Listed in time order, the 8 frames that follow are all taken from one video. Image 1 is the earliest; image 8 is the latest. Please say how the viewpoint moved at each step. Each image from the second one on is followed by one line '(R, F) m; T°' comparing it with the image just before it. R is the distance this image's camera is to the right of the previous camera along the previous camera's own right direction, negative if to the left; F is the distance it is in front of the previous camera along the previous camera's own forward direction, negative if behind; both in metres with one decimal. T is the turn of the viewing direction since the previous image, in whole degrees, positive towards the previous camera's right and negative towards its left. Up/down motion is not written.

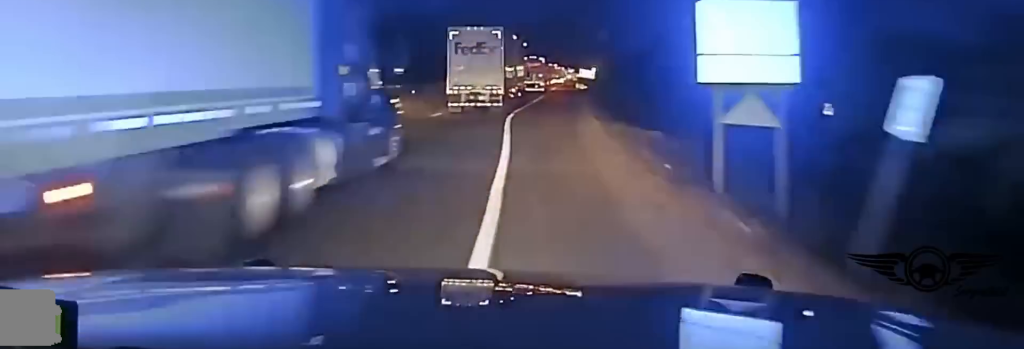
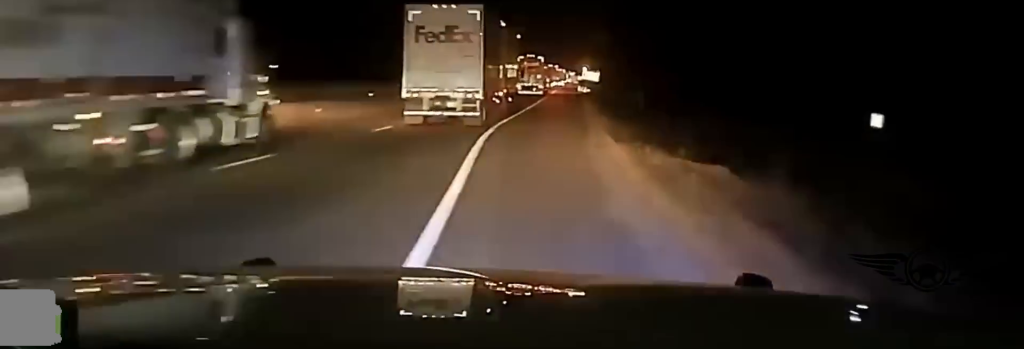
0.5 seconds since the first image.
(0.0, +11.8) m; 0°
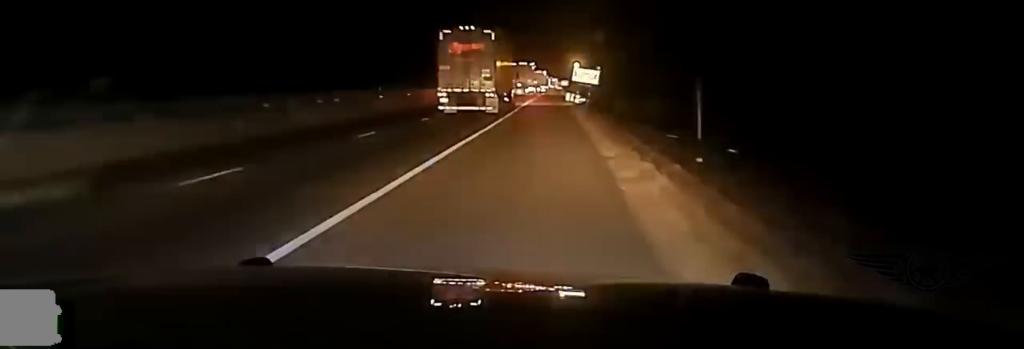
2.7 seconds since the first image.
(+0.3, +46.2) m; 0°
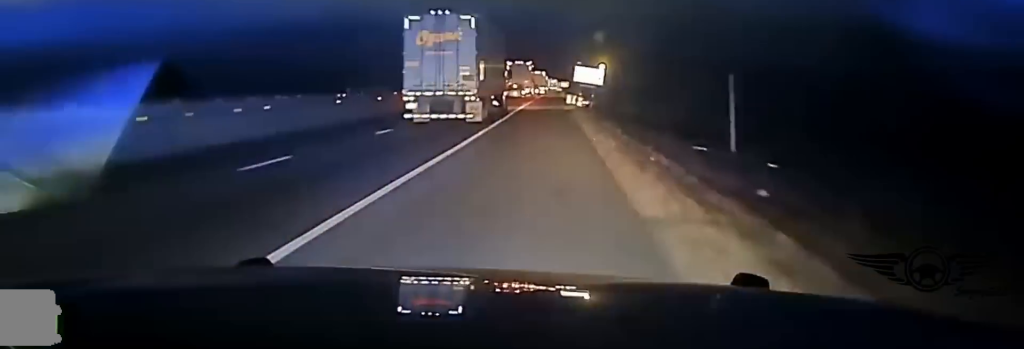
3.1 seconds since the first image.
(0.0, +9.1) m; 0°
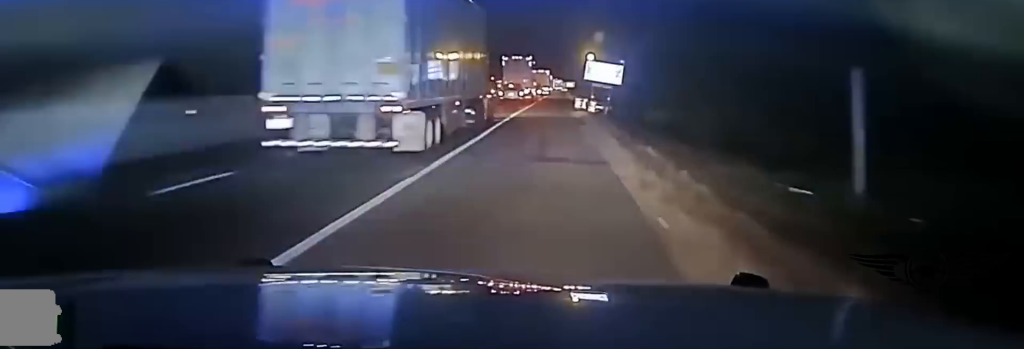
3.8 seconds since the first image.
(-0.1, +15.9) m; 0°
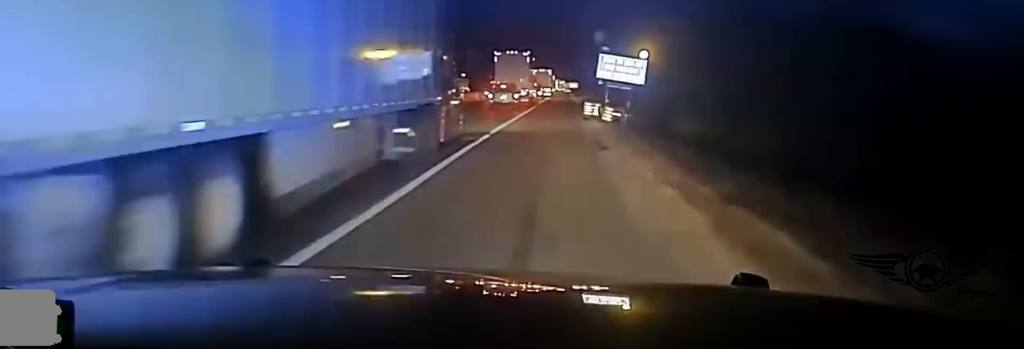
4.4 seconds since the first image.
(+0.1, +13.2) m; 0°
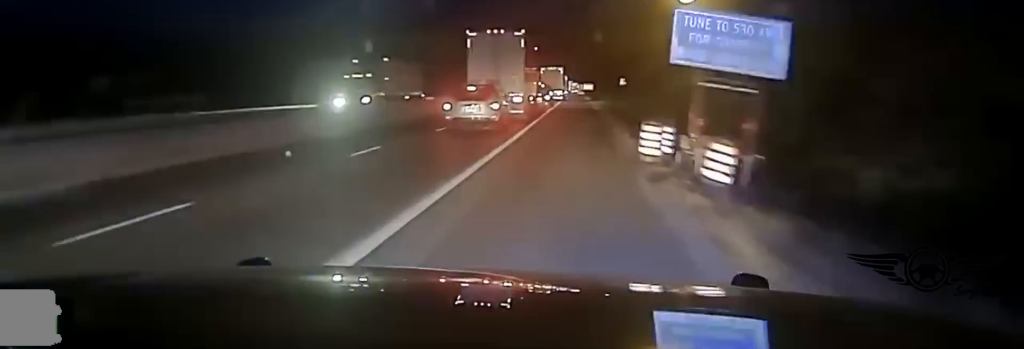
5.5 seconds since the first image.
(+0.1, +26.1) m; +1°
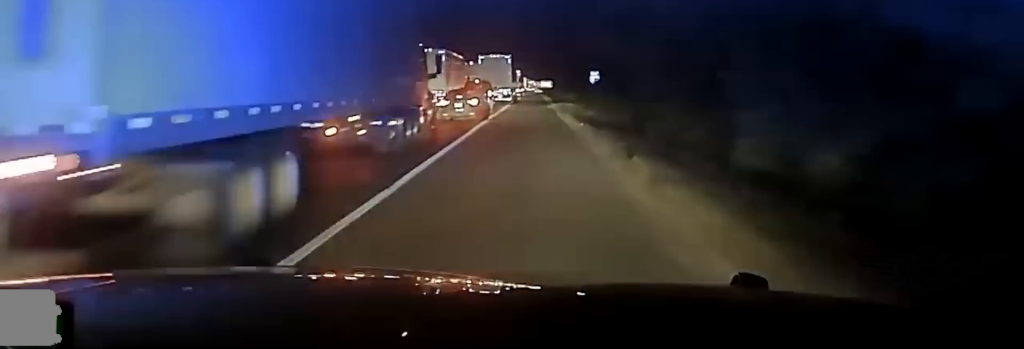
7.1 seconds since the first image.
(+0.5, +39.5) m; +1°
